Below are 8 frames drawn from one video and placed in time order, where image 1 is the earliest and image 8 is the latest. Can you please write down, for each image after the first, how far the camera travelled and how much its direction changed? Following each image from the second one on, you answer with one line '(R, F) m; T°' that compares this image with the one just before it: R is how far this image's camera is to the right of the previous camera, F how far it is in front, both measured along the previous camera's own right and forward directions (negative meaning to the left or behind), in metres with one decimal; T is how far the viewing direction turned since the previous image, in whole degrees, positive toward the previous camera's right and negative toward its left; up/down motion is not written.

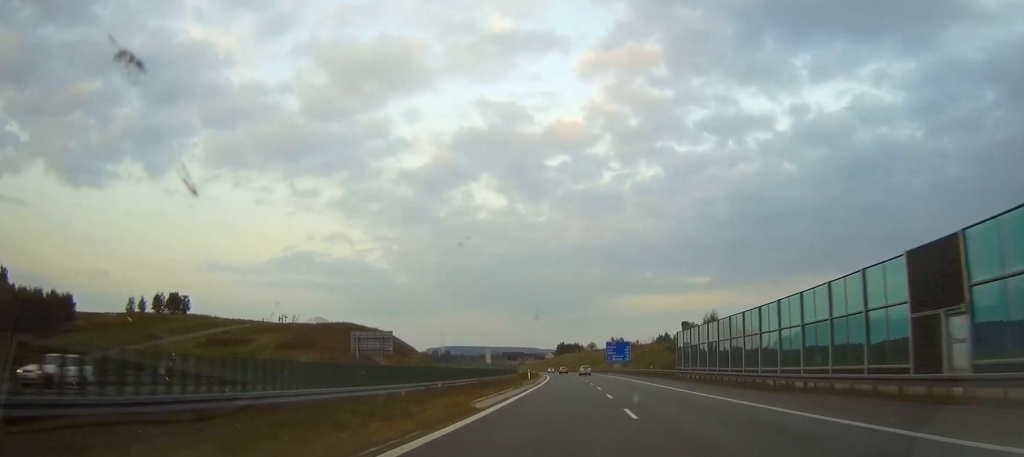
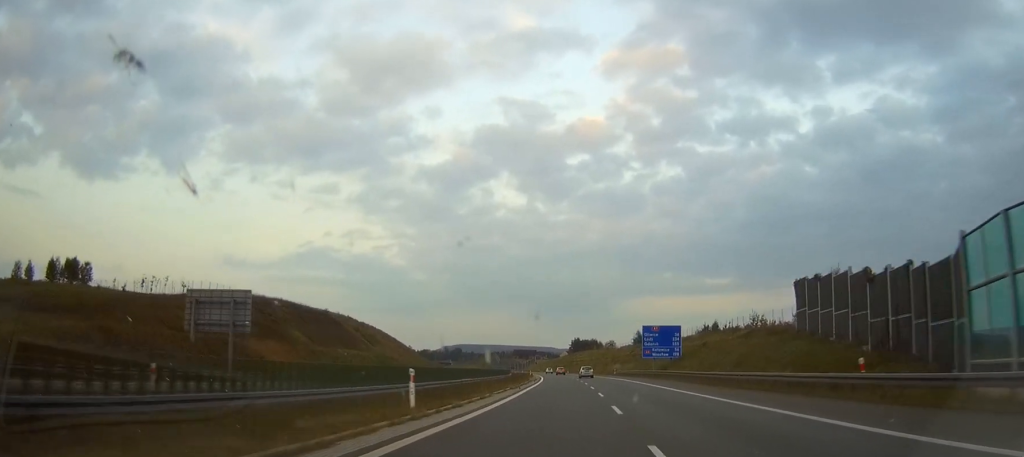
(0.0, +58.5) m; -1°
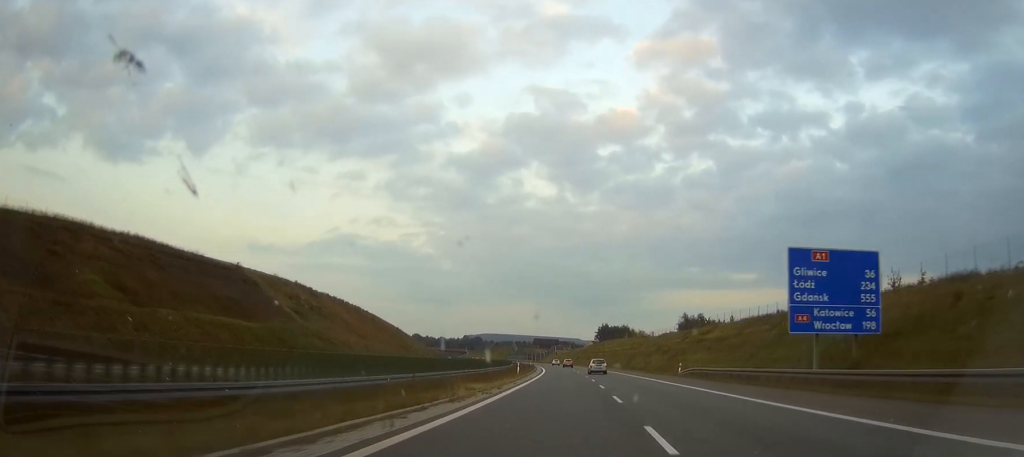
(-1.5, +58.5) m; -3°
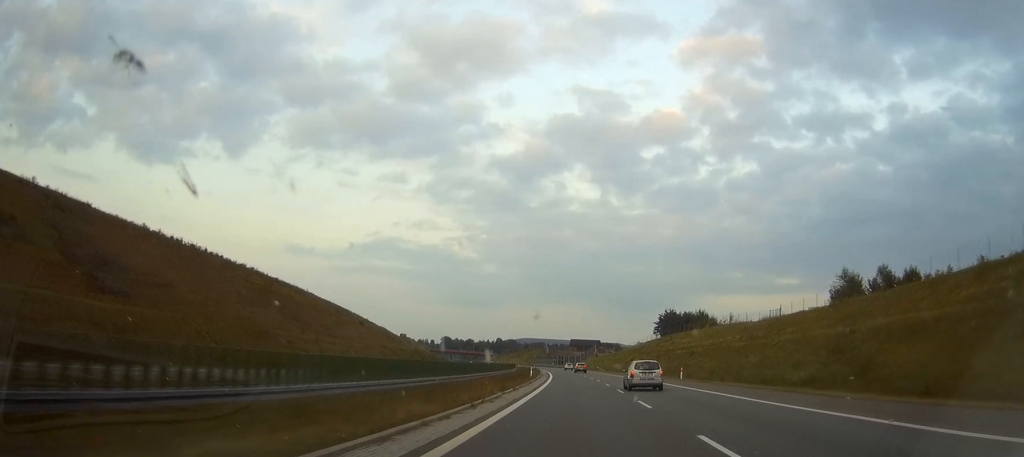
(-3.4, +97.3) m; -3°
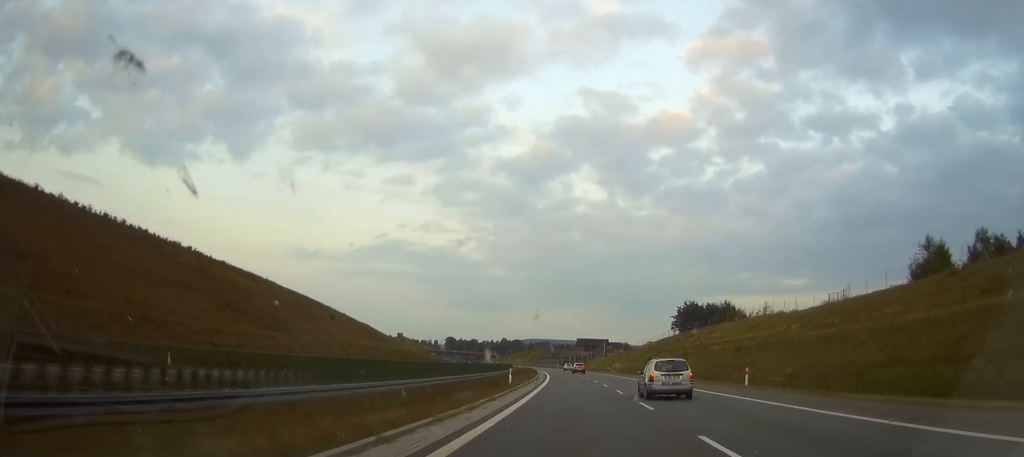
(-0.2, +24.9) m; -1°
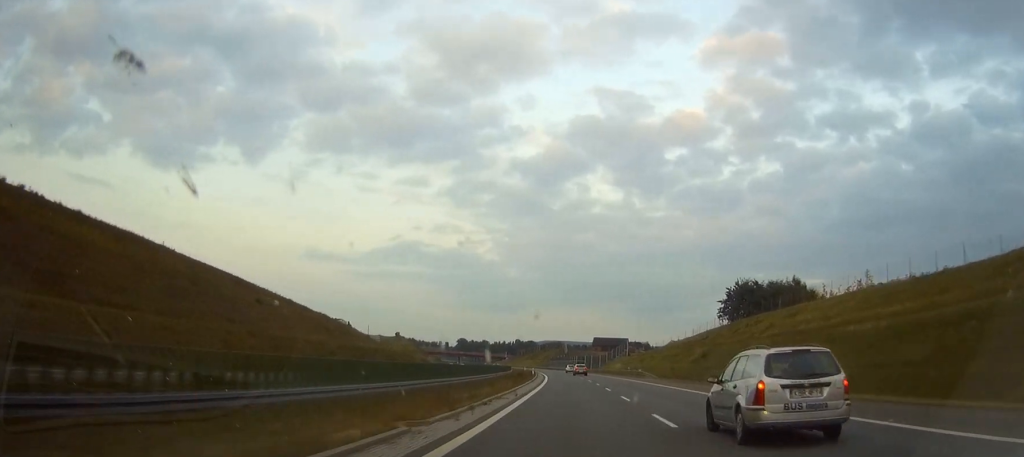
(-0.4, +42.1) m; -1°
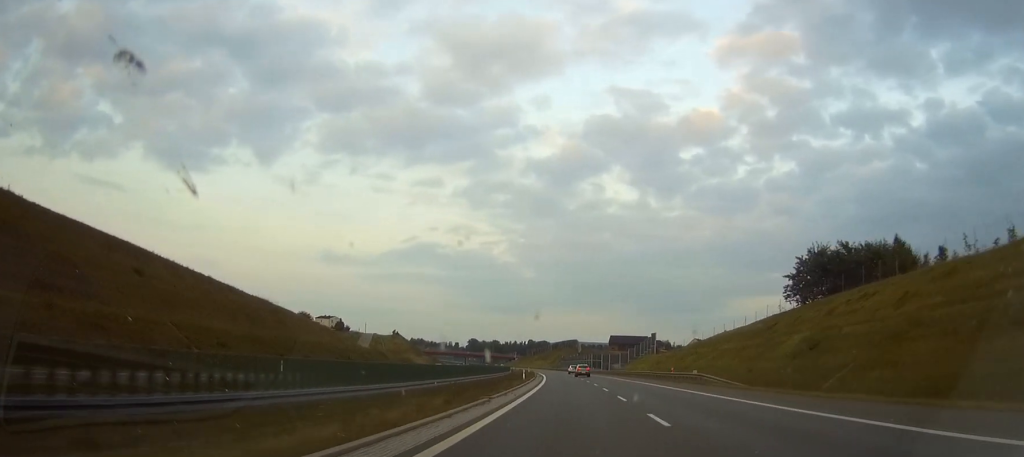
(-0.2, +35.9) m; -1°
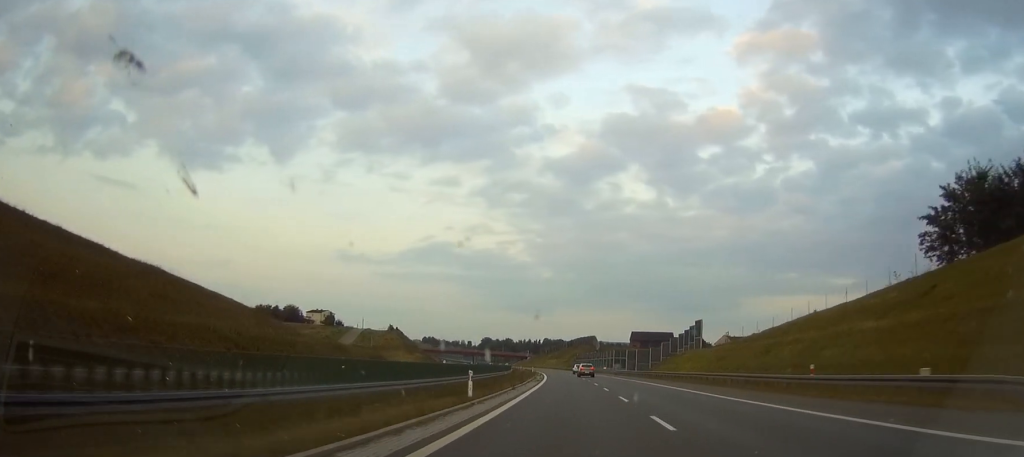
(0.0, +37.6) m; -1°
